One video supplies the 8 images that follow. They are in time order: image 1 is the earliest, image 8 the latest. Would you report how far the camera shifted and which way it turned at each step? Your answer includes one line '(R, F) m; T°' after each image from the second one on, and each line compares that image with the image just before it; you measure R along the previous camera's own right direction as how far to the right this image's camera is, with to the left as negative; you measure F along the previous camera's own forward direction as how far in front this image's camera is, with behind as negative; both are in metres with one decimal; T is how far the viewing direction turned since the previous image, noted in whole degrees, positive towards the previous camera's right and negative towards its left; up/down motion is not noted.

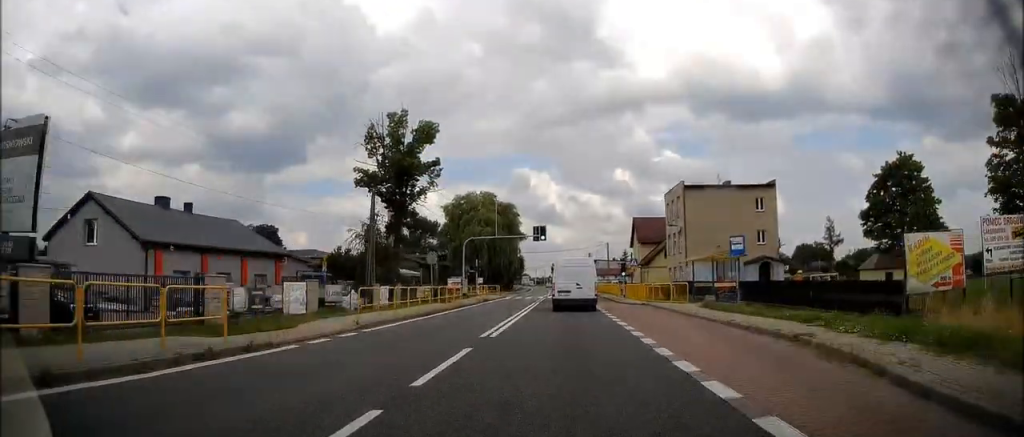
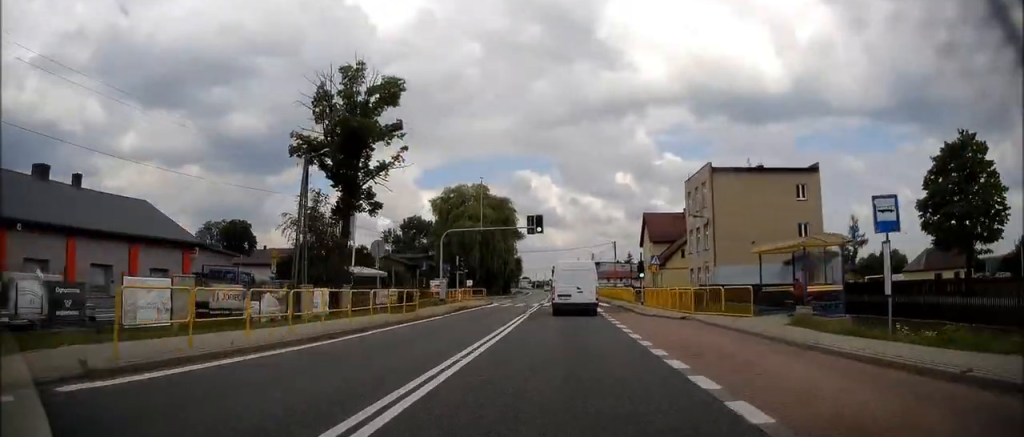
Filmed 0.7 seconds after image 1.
(0.0, +11.1) m; 0°
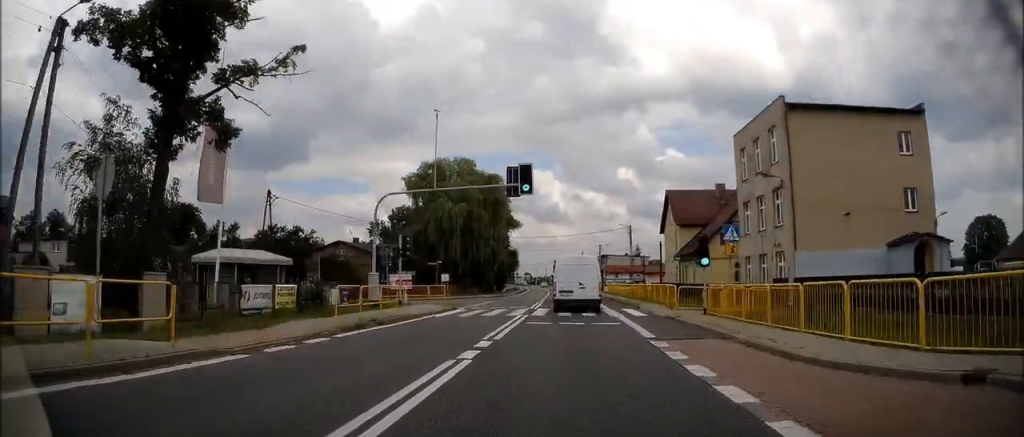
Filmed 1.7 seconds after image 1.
(0.0, +17.2) m; 0°
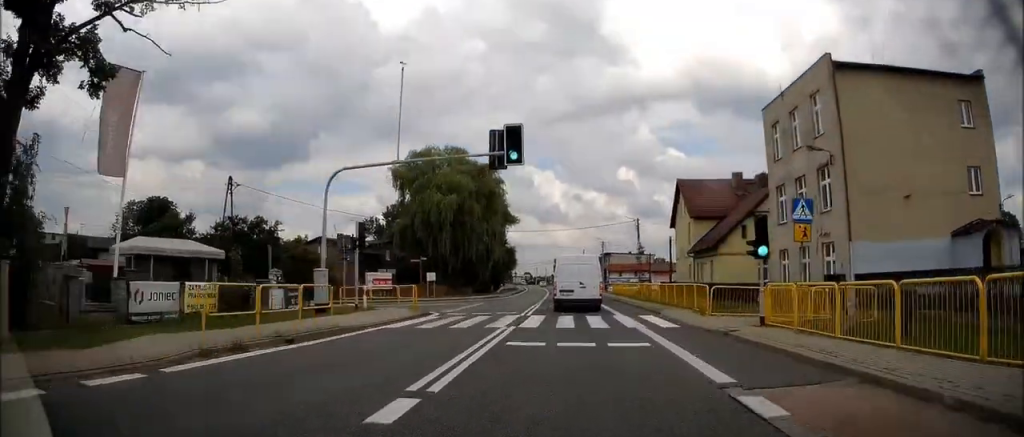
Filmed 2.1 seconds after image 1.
(0.0, +6.6) m; 0°
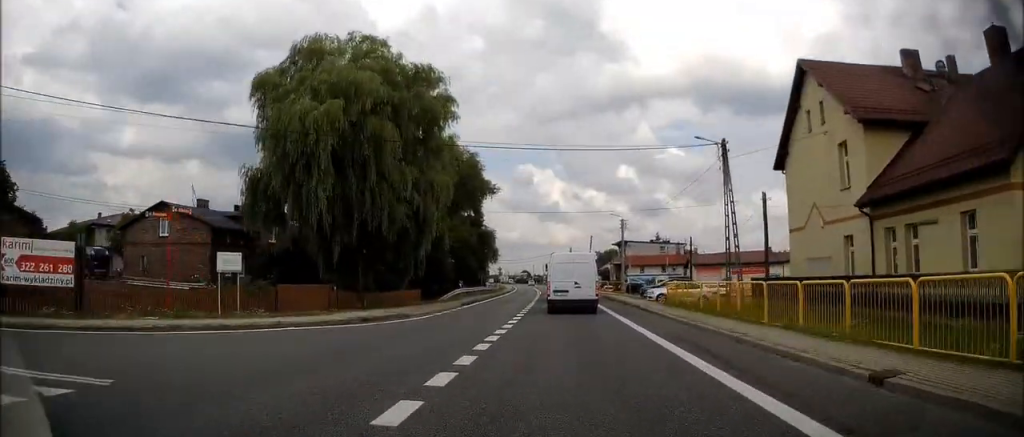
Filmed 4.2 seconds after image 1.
(0.0, +33.9) m; 0°
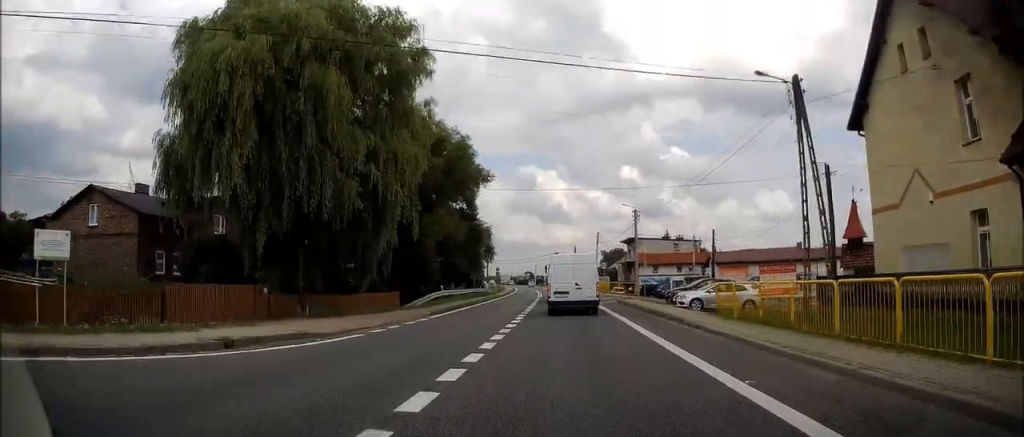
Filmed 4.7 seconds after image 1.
(-0.1, +9.2) m; 0°
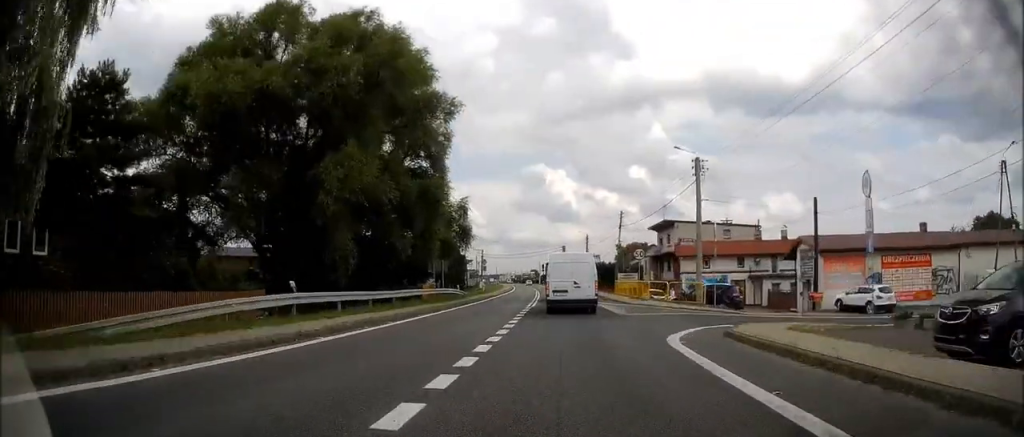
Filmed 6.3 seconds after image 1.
(+0.1, +24.4) m; -1°
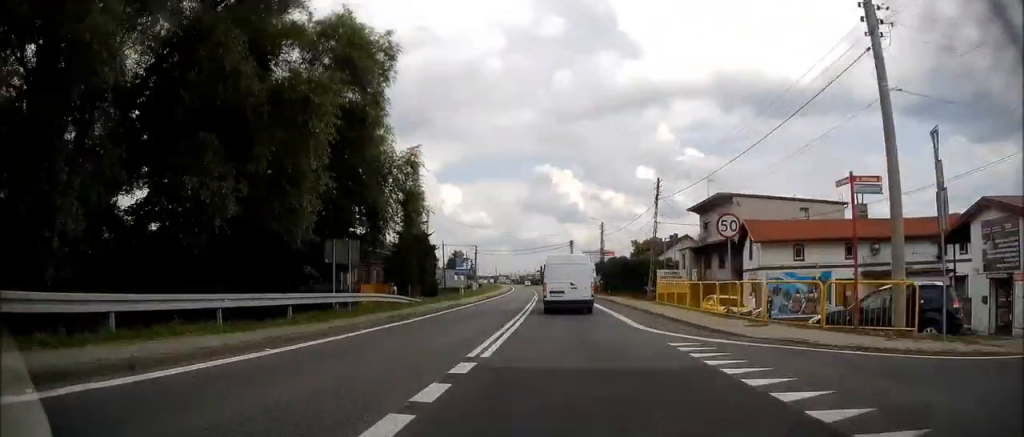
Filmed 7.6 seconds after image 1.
(-0.4, +20.2) m; -1°
